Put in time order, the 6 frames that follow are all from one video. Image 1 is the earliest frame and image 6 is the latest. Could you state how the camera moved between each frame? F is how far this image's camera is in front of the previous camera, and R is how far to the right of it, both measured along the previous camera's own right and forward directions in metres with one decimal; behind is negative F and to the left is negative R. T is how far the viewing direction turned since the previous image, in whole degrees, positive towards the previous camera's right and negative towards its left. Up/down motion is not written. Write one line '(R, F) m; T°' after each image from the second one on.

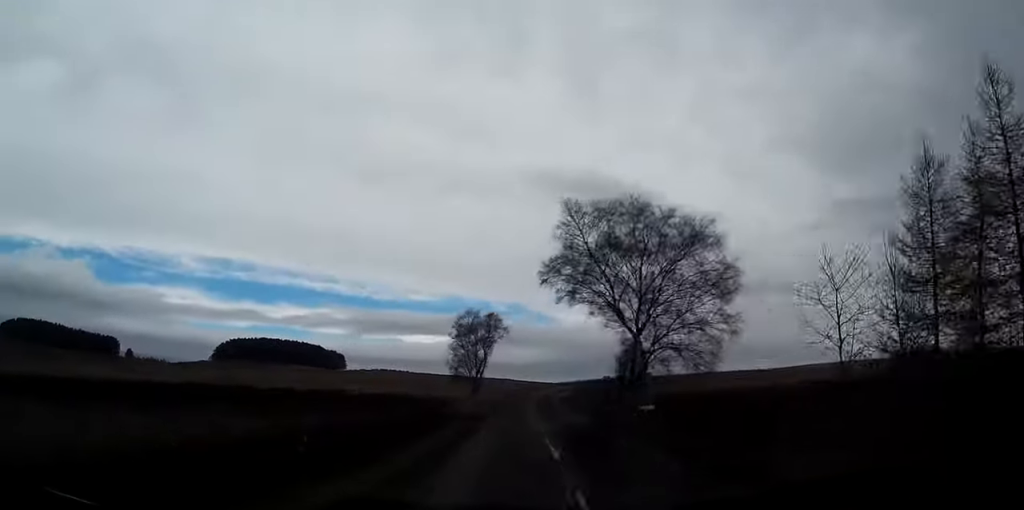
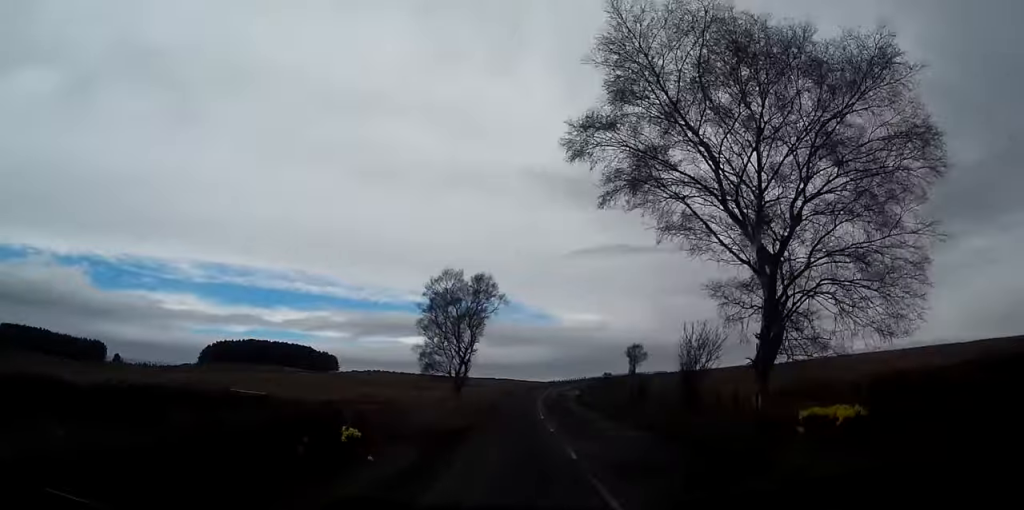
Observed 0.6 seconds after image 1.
(0.0, +16.7) m; 0°
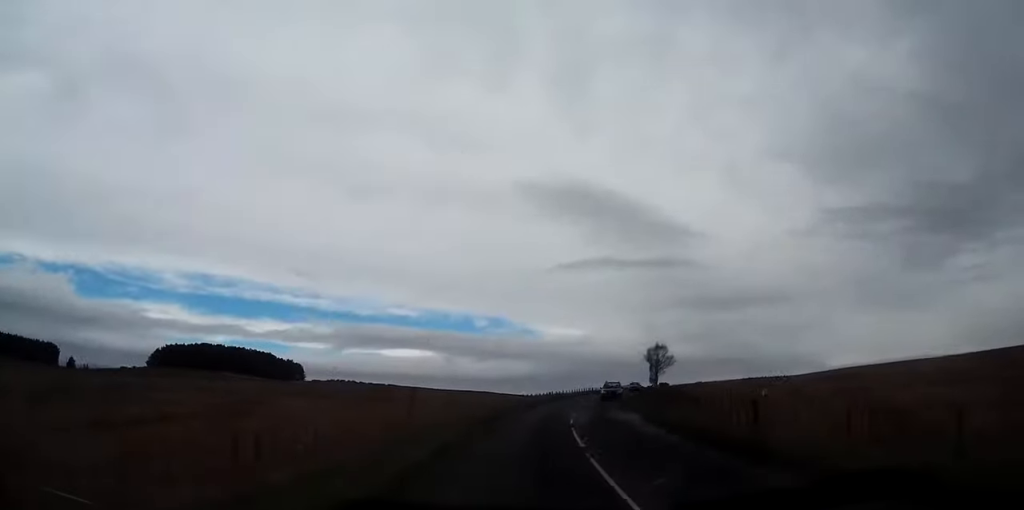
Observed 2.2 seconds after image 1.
(+0.2, +40.6) m; +2°
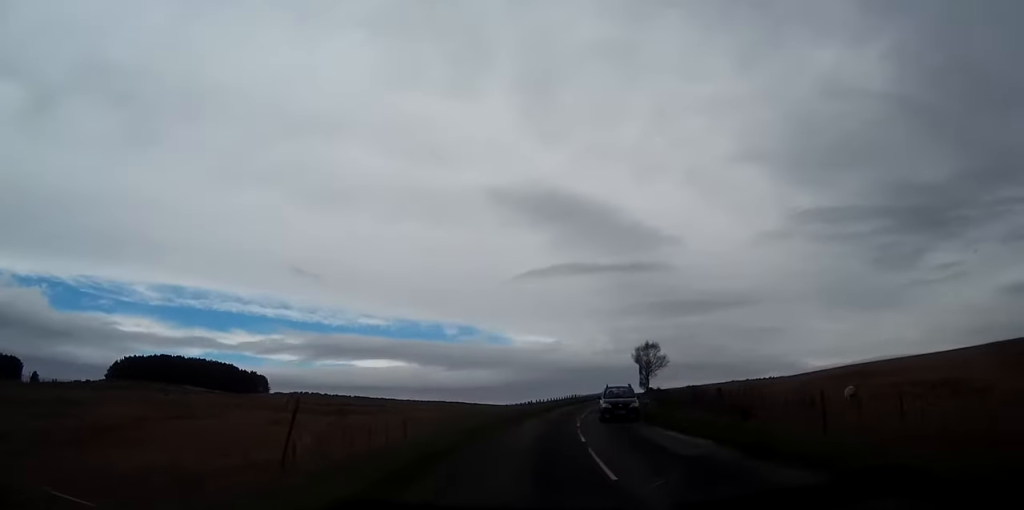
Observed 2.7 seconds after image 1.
(+0.2, +14.9) m; +2°
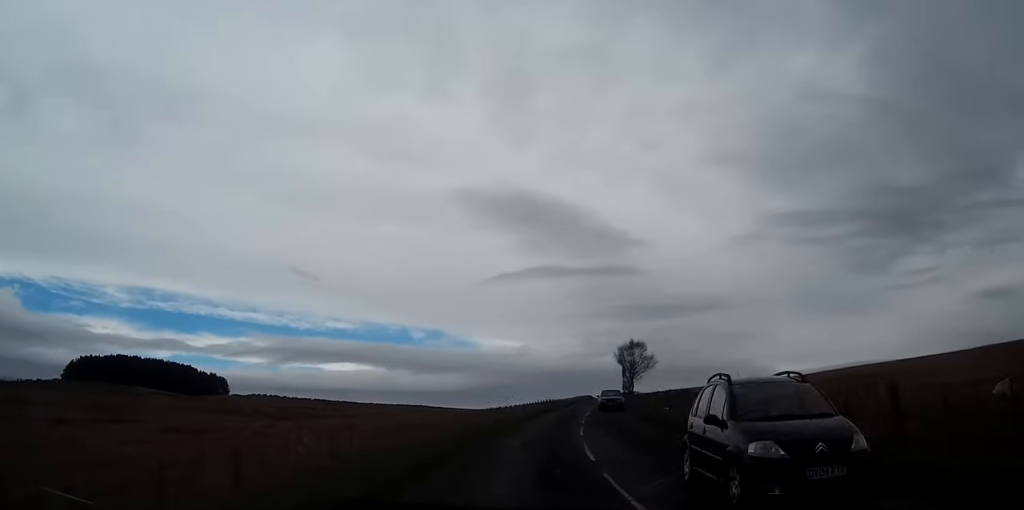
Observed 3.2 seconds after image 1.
(+0.1, +13.1) m; +2°
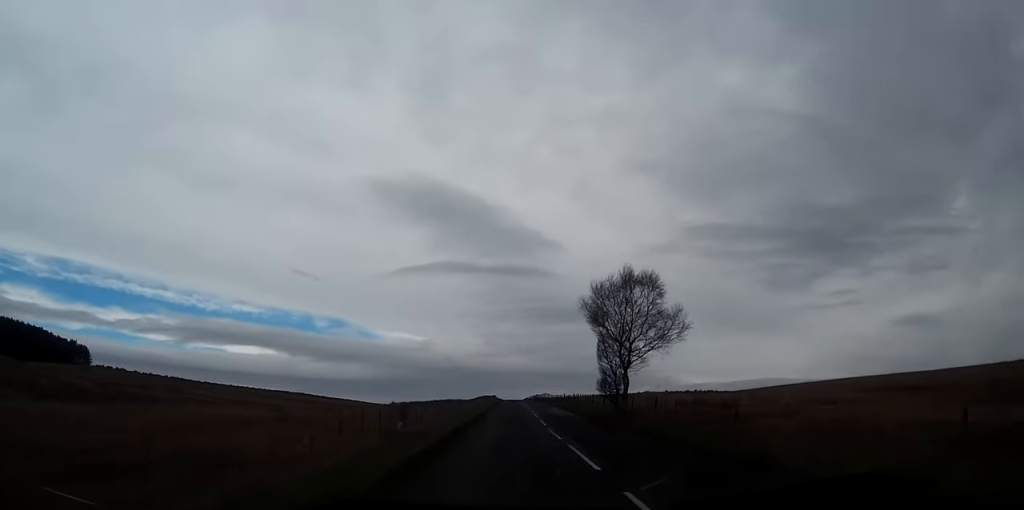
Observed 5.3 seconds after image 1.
(+4.6, +54.6) m; +8°
